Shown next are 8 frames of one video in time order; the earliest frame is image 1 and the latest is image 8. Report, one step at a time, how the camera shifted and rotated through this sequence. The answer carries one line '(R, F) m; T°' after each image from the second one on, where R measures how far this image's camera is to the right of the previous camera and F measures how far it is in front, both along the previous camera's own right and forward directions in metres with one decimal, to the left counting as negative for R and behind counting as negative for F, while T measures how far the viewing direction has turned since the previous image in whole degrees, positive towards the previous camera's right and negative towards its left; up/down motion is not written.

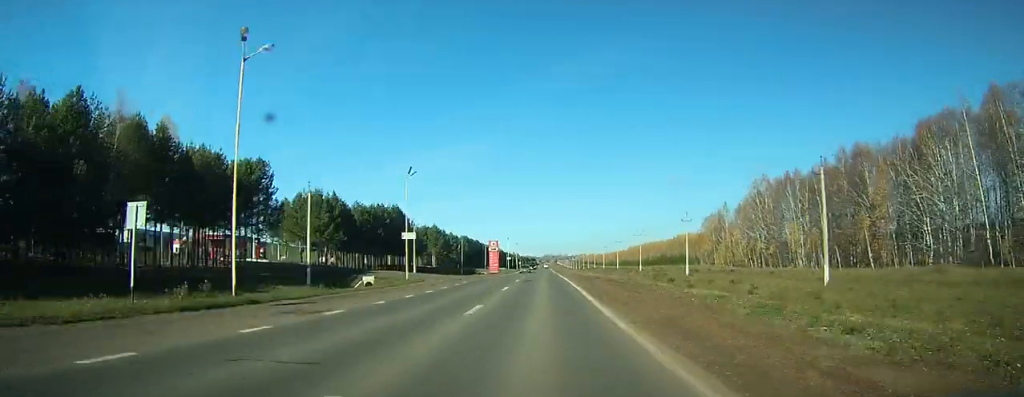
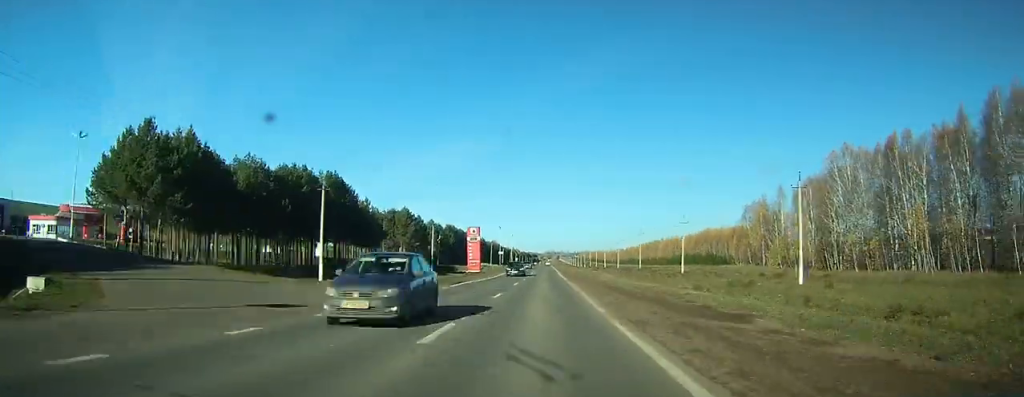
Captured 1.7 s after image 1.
(0.0, +40.4) m; 0°
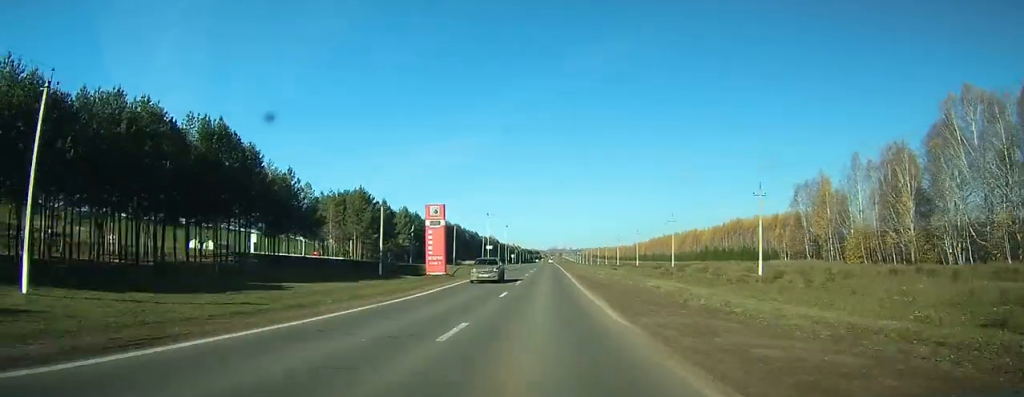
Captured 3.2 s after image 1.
(0.0, +34.0) m; 0°
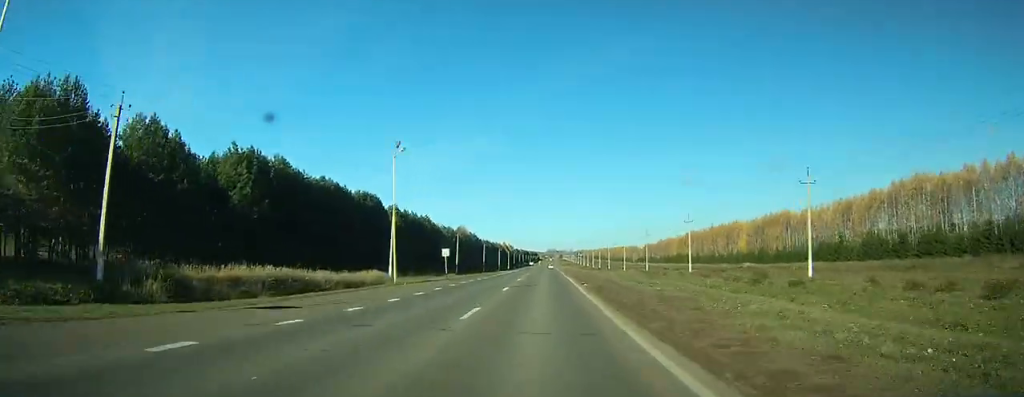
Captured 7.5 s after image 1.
(-0.2, +106.1) m; 0°
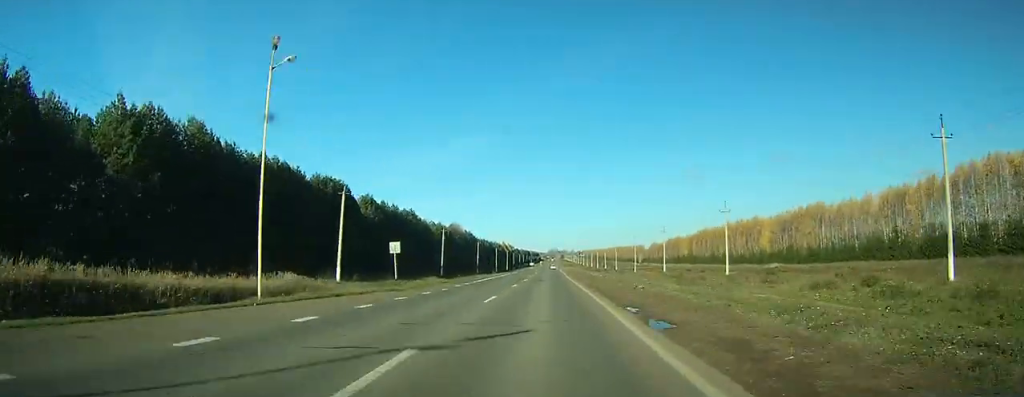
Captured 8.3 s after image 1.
(0.0, +20.6) m; 0°
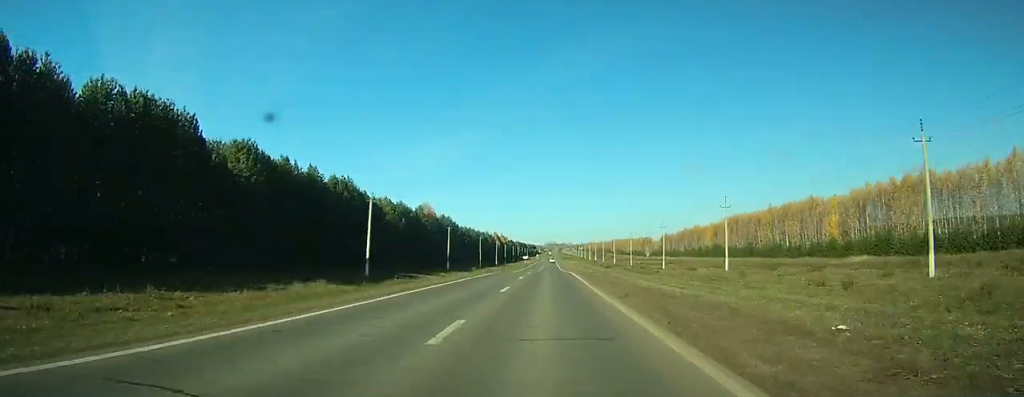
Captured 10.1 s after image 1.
(0.0, +44.9) m; 0°
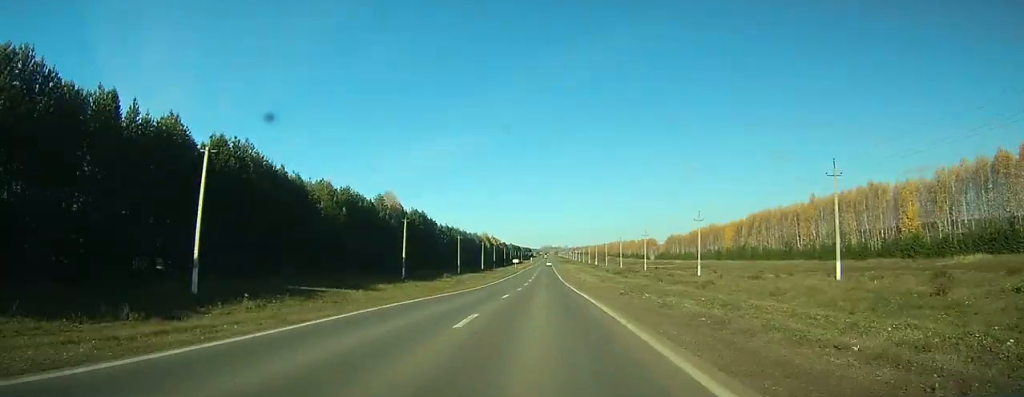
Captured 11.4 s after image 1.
(0.0, +32.2) m; 0°
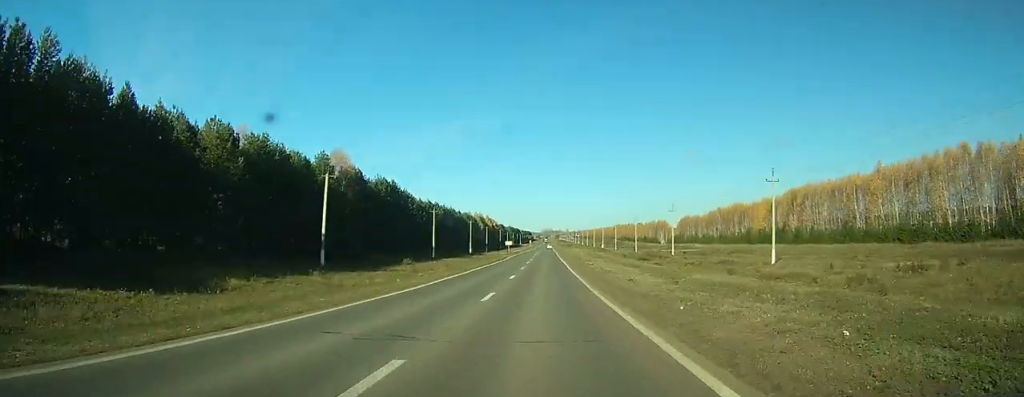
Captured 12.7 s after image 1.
(+0.1, +30.1) m; 0°
